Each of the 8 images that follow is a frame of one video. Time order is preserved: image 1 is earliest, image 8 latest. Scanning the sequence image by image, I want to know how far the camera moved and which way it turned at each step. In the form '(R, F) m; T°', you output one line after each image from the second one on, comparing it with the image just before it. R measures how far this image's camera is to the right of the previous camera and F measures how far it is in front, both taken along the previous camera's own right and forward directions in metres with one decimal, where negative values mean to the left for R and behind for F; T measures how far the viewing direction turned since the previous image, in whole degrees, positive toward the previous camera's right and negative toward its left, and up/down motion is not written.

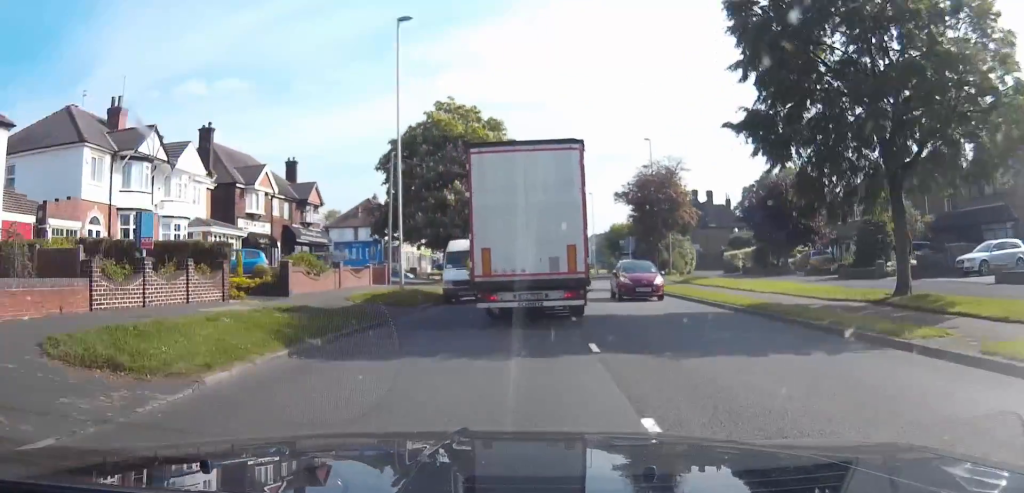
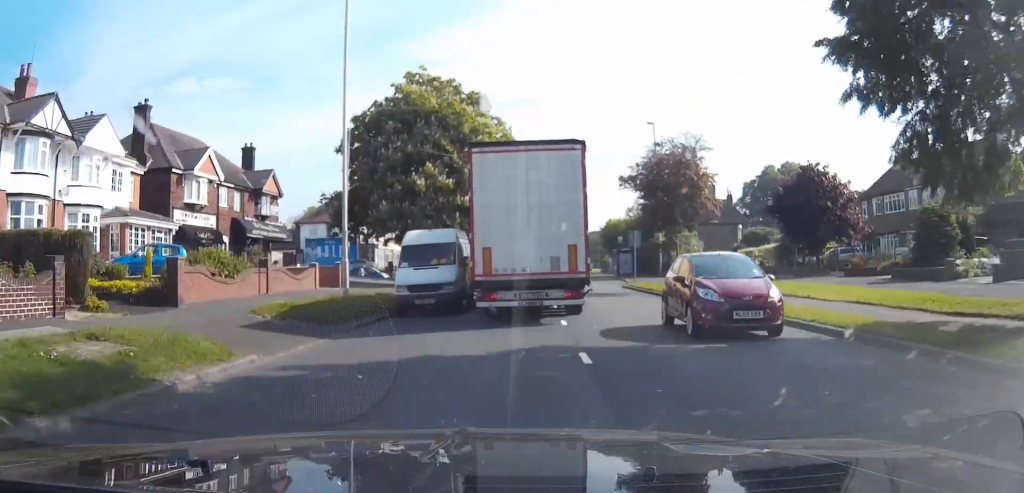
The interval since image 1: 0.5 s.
(+0.1, +7.9) m; +1°
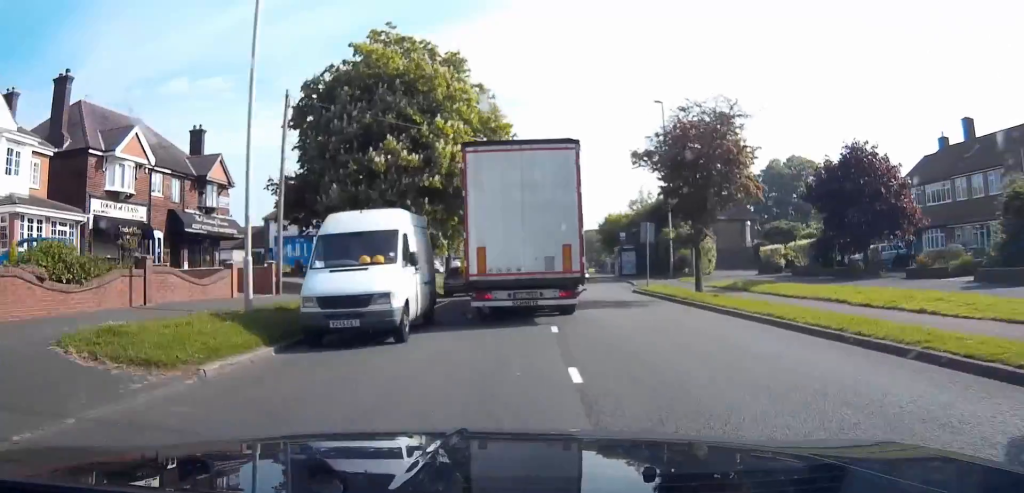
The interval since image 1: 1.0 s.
(+0.1, +8.0) m; +1°
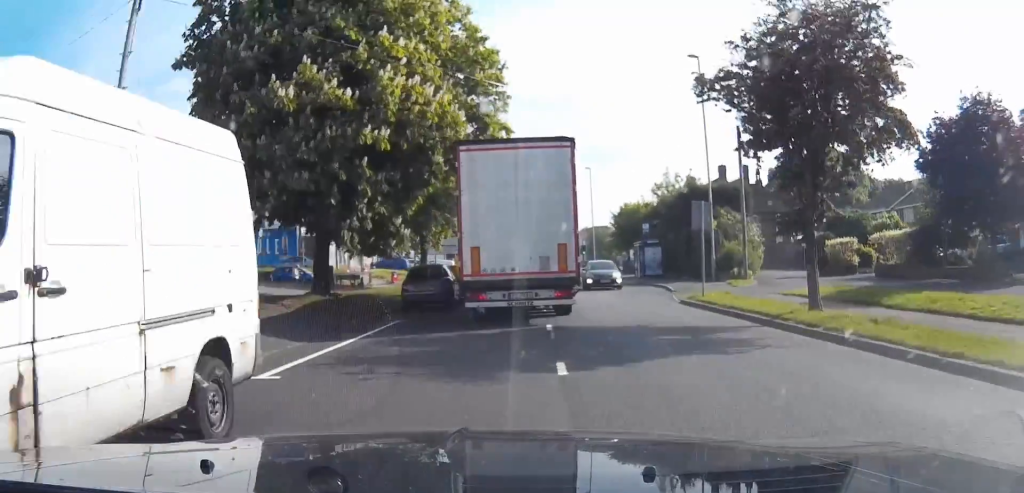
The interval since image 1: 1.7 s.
(+0.1, +10.4) m; +1°
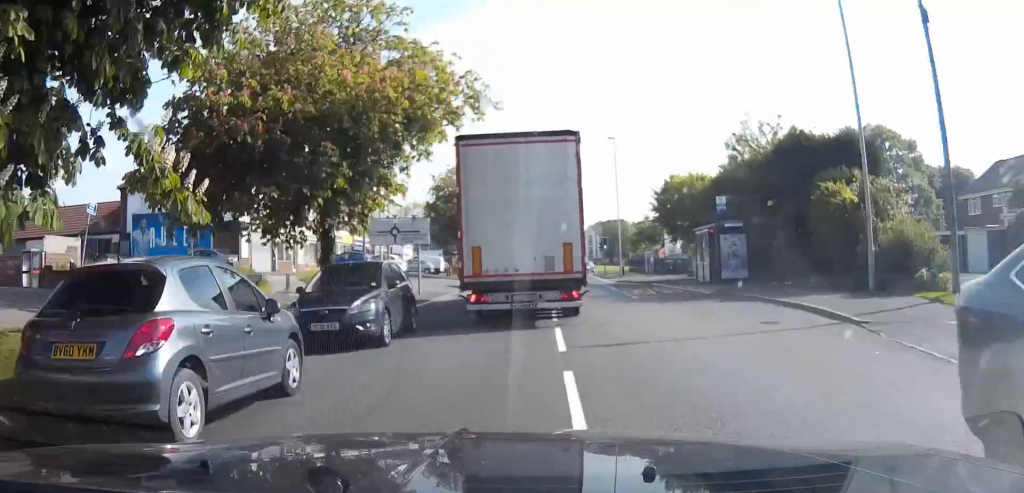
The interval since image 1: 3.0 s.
(+0.1, +18.8) m; 0°
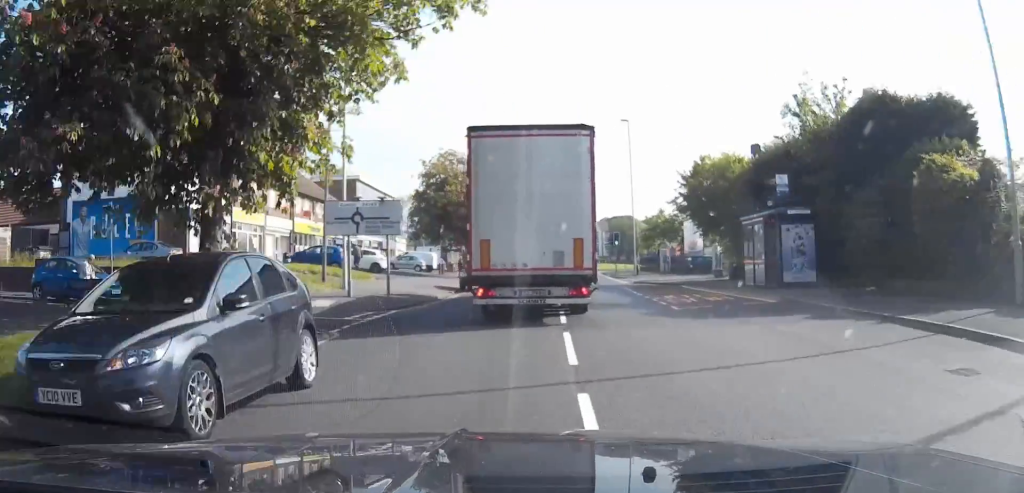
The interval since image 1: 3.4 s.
(0.0, +7.2) m; 0°
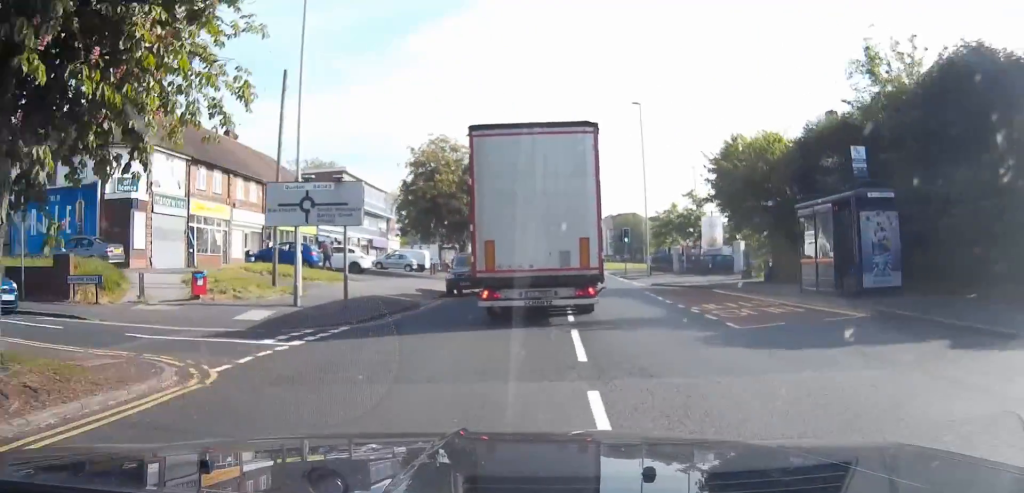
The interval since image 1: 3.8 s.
(0.0, +5.8) m; 0°
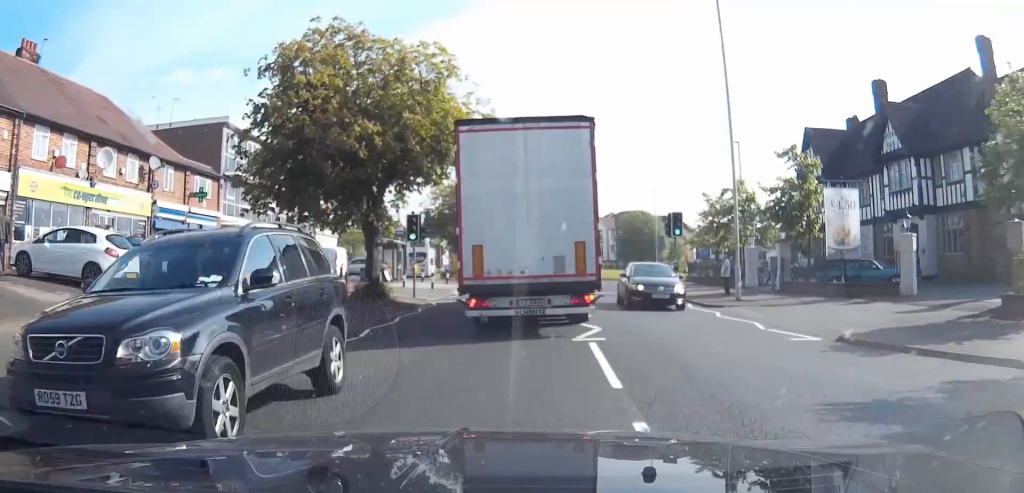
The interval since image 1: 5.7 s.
(-0.2, +25.4) m; -1°
